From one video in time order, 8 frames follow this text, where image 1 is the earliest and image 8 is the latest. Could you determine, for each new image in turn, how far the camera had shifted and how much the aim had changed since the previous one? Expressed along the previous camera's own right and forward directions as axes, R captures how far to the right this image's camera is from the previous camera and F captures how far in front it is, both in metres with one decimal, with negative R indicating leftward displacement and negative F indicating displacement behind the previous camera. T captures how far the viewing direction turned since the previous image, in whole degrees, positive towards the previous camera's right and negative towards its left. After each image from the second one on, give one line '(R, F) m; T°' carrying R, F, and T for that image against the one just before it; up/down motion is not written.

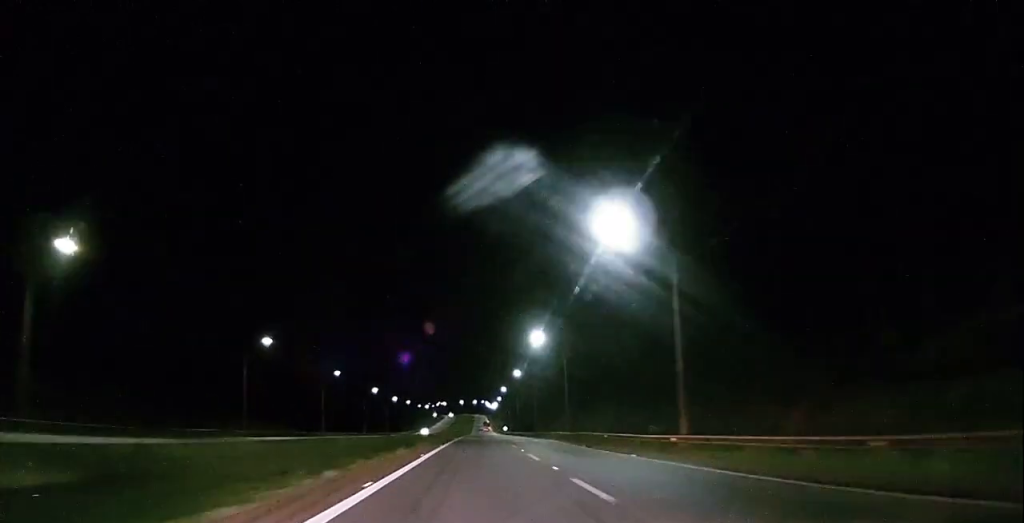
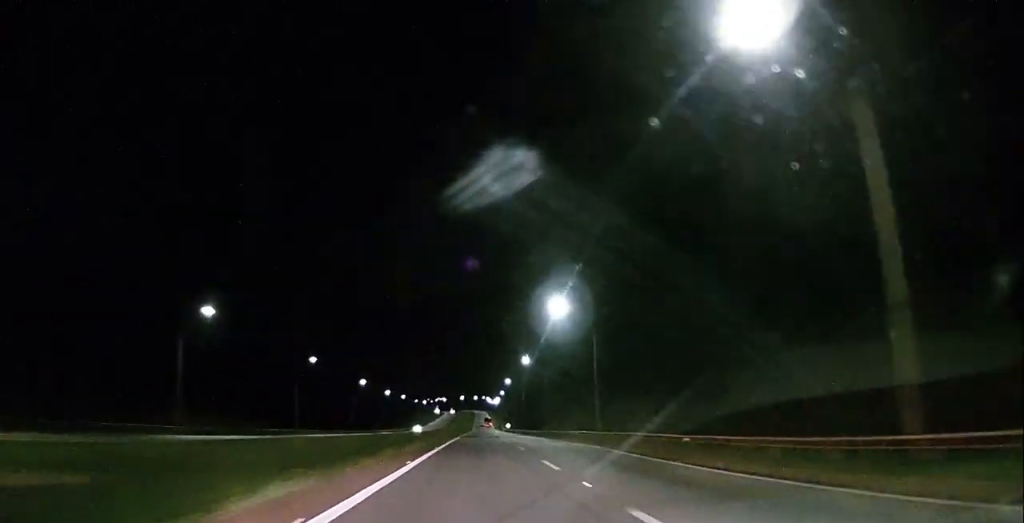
(0.0, +17.5) m; 0°
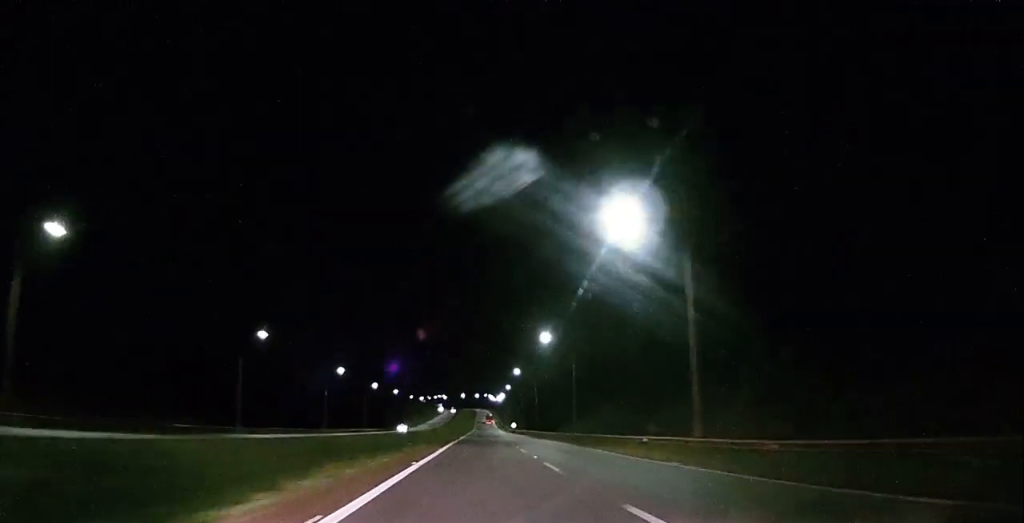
(0.0, +24.1) m; 0°
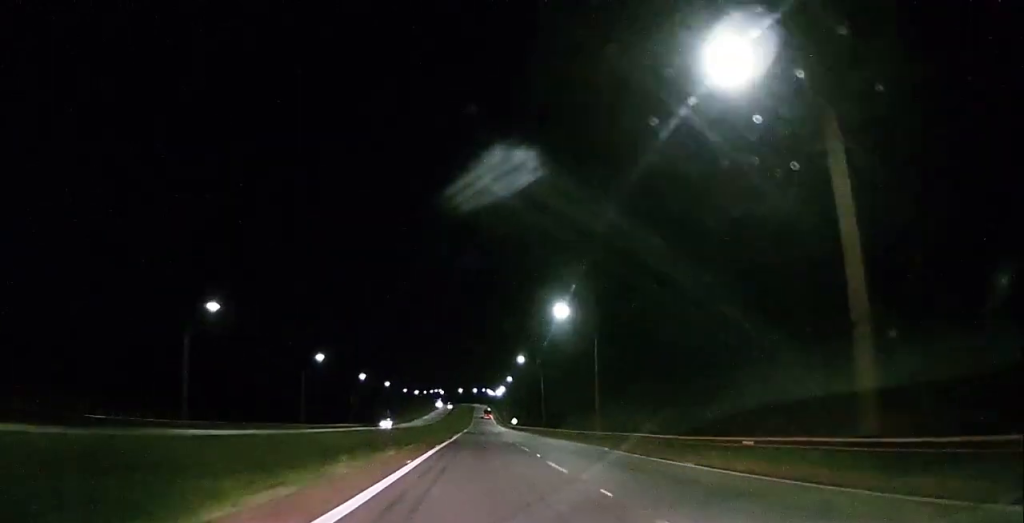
(0.0, +14.0) m; 0°
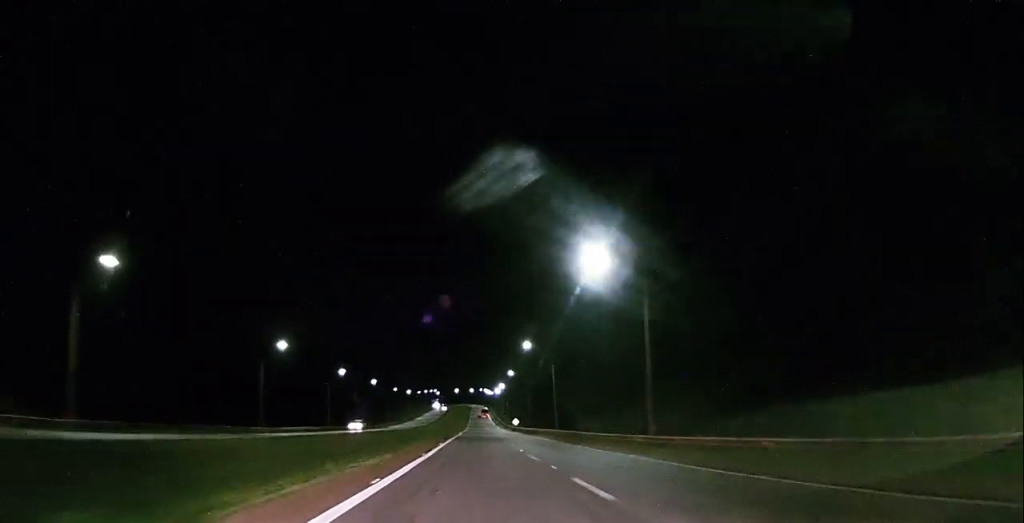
(0.0, +16.8) m; 0°
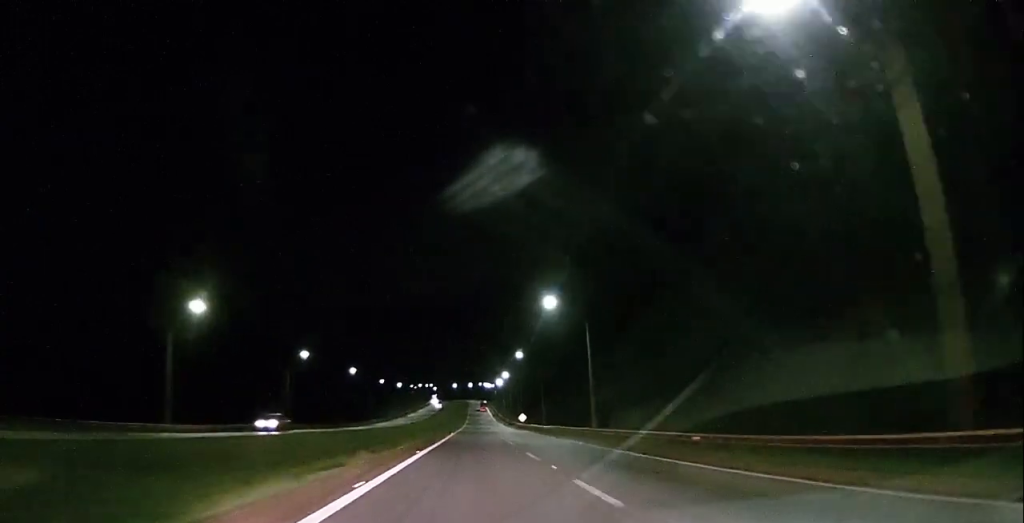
(0.0, +25.5) m; +1°
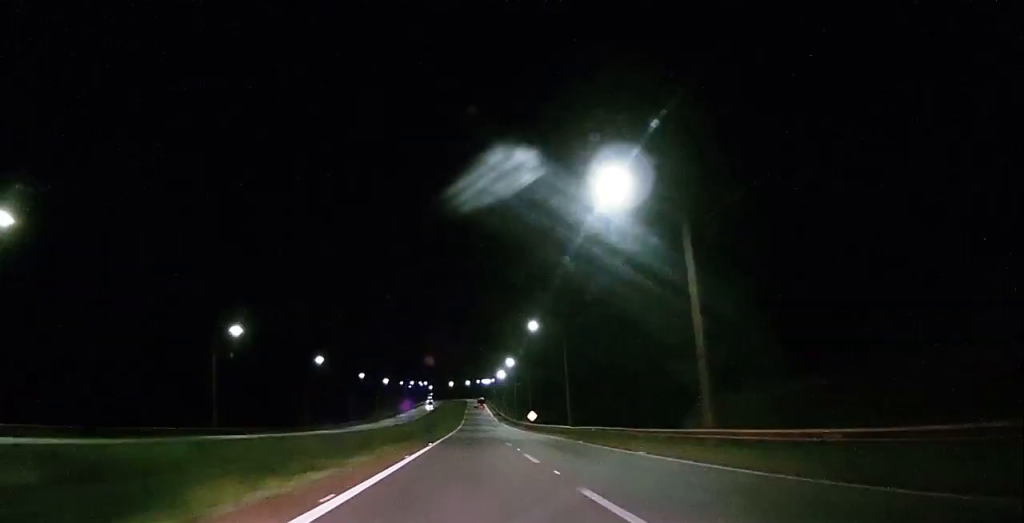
(+0.4, +26.7) m; 0°
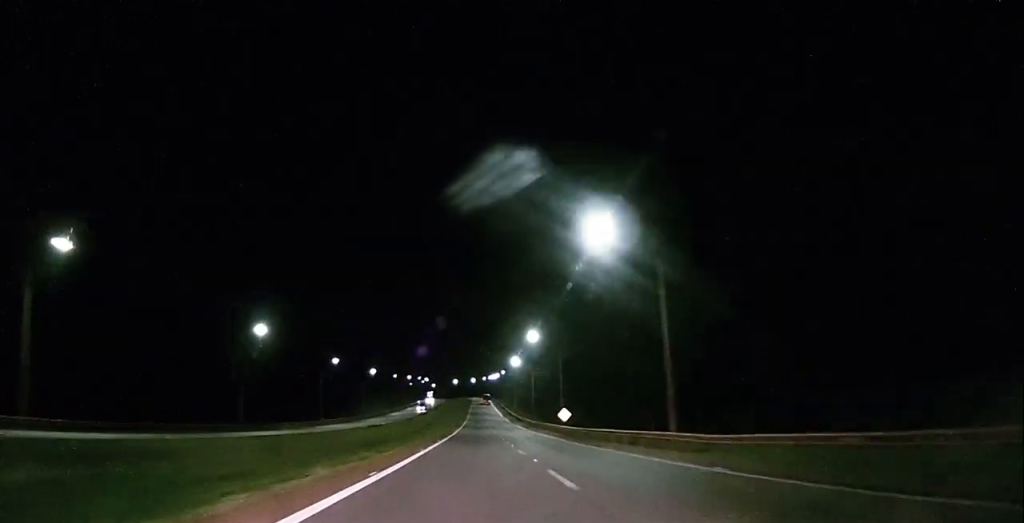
(-0.3, +32.6) m; -1°
